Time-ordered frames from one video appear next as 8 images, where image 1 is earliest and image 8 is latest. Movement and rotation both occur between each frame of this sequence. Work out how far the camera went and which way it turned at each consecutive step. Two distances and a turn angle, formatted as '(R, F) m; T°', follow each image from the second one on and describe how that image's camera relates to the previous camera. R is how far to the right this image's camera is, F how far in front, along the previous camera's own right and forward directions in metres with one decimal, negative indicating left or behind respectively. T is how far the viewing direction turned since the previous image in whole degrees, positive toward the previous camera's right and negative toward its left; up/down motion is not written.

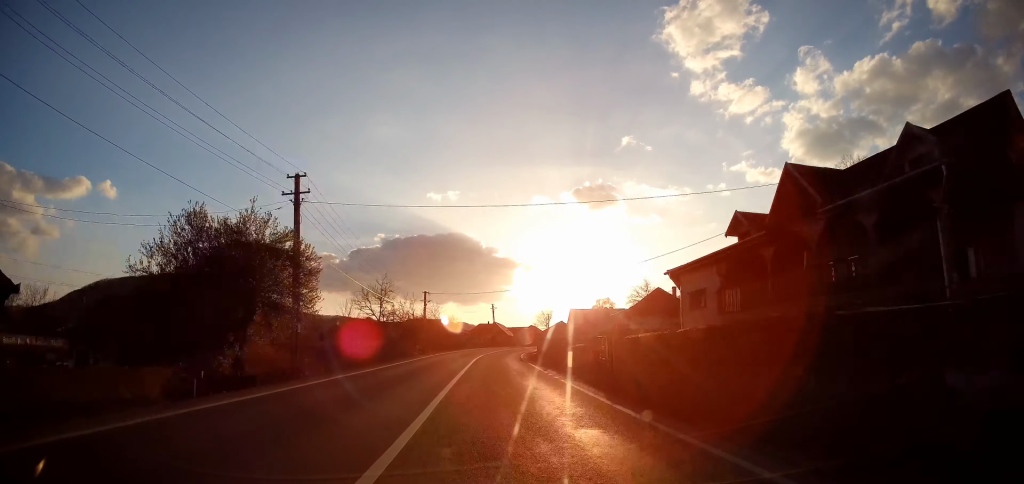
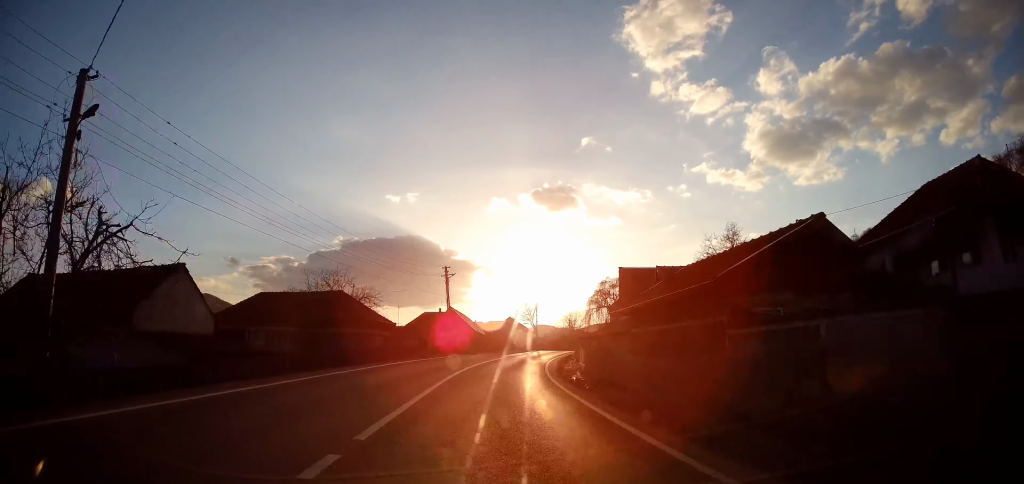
(0.0, +51.4) m; +1°
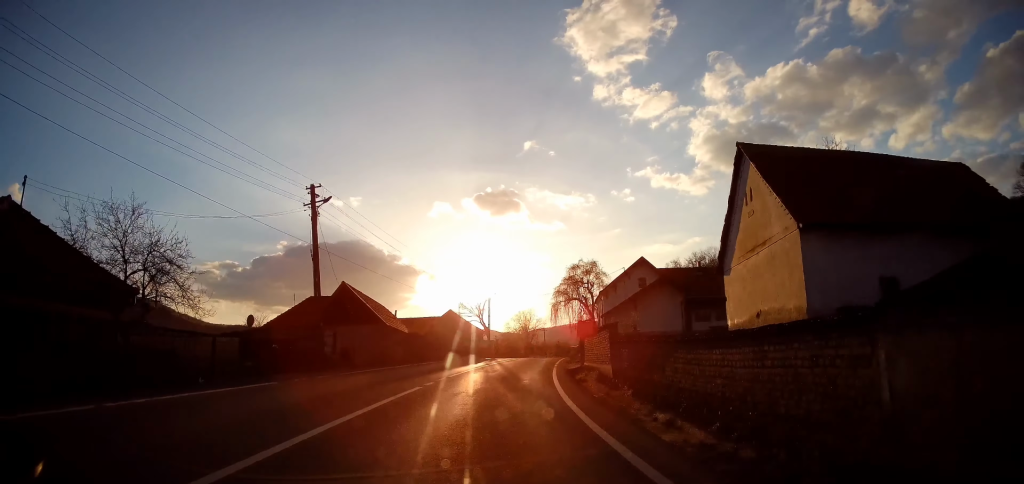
(+0.6, +26.6) m; +5°
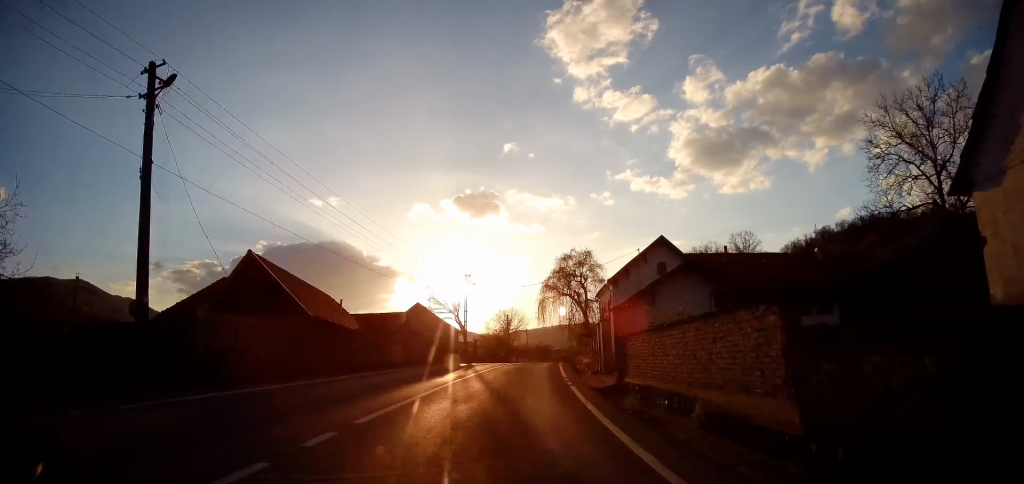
(+0.1, +11.4) m; +3°
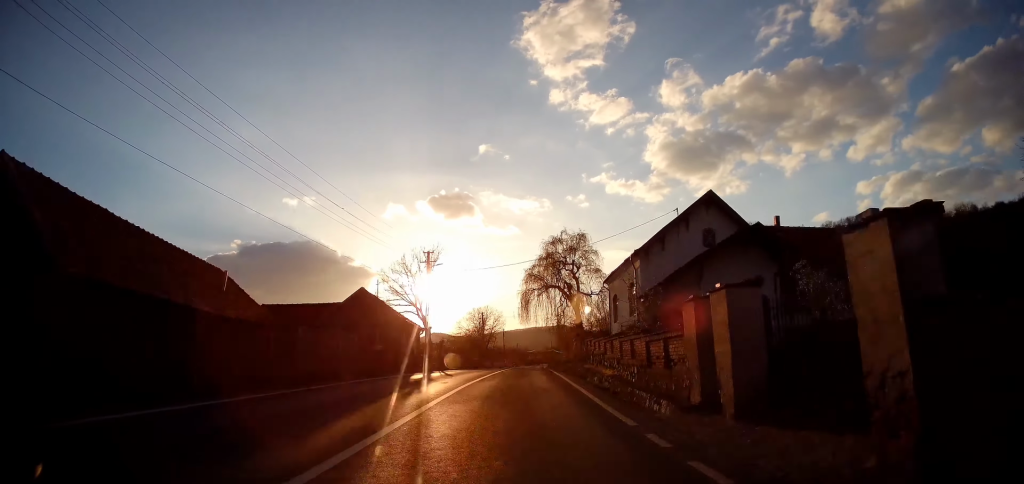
(+0.6, +13.0) m; +3°
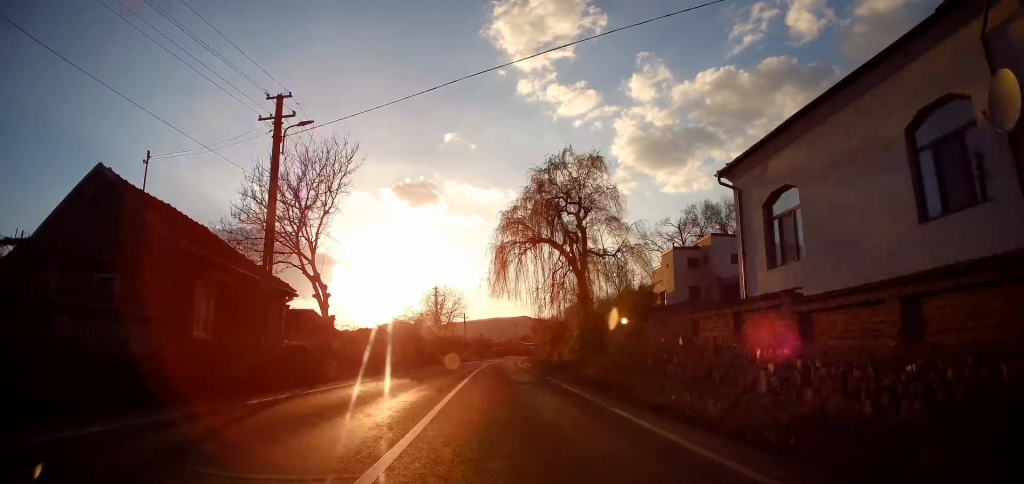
(+1.1, +23.0) m; +5°
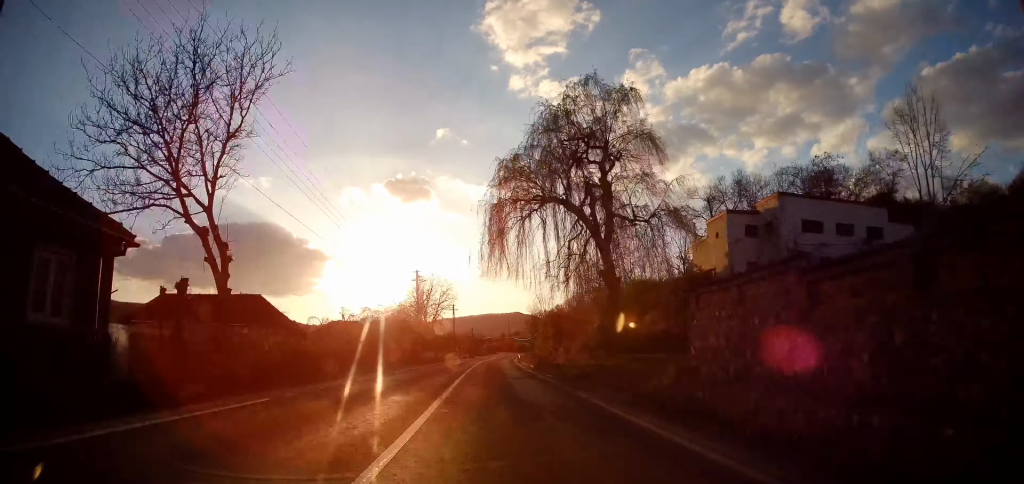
(+0.1, +10.0) m; +2°
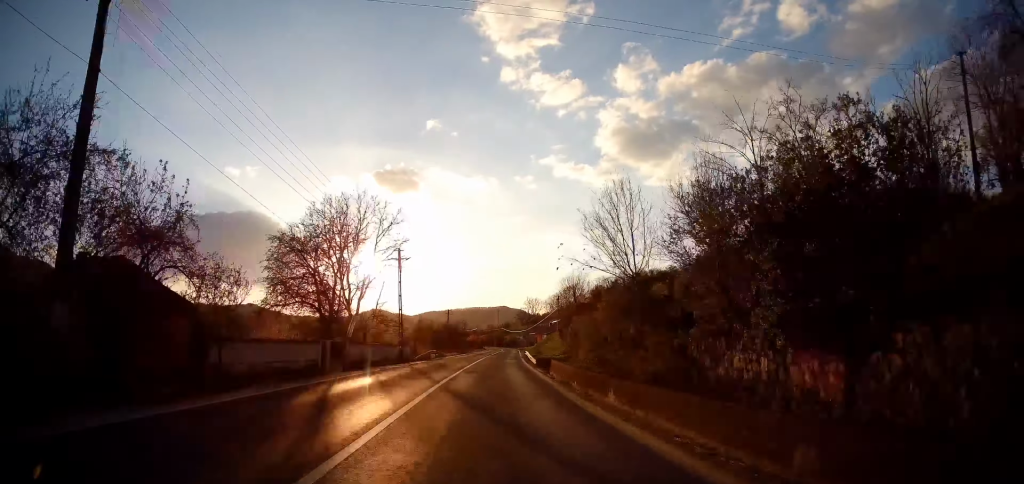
(+1.4, +41.8) m; +2°
